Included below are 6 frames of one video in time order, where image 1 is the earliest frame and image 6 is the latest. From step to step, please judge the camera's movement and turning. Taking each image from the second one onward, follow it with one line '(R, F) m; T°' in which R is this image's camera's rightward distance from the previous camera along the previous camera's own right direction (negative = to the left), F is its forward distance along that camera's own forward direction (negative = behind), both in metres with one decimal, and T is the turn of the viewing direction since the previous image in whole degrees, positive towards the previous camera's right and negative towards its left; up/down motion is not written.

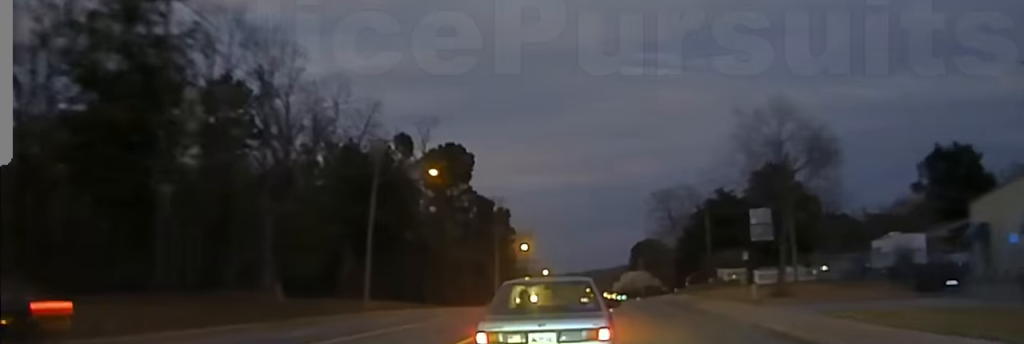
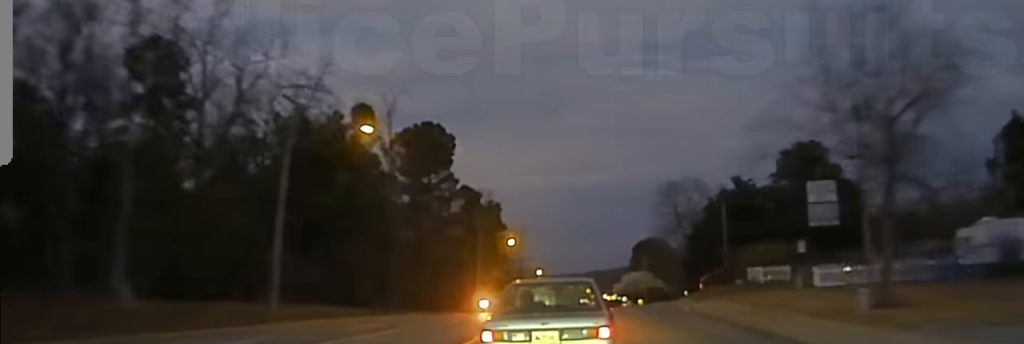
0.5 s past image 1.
(0.0, +15.2) m; 0°
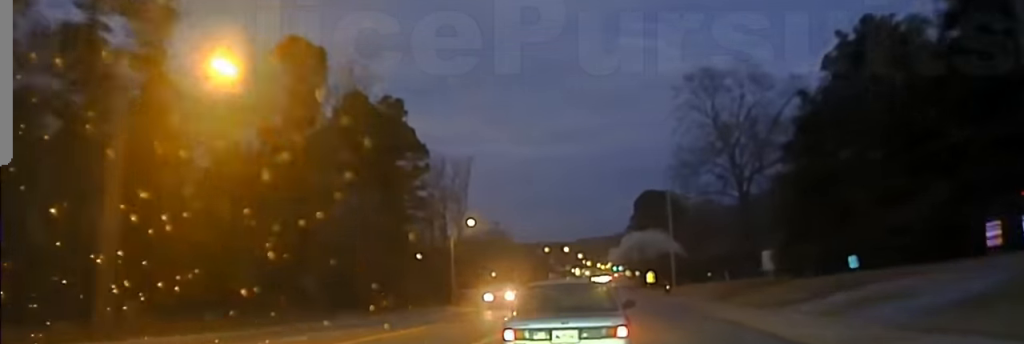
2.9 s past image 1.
(-0.1, +69.4) m; 0°
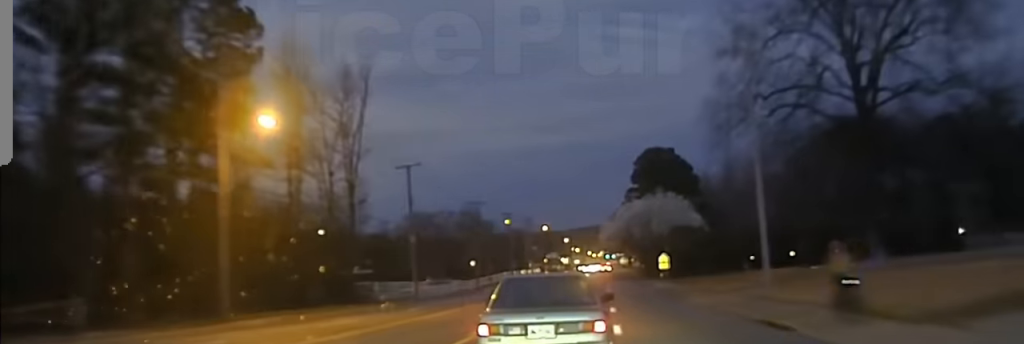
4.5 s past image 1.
(+0.3, +54.3) m; +1°
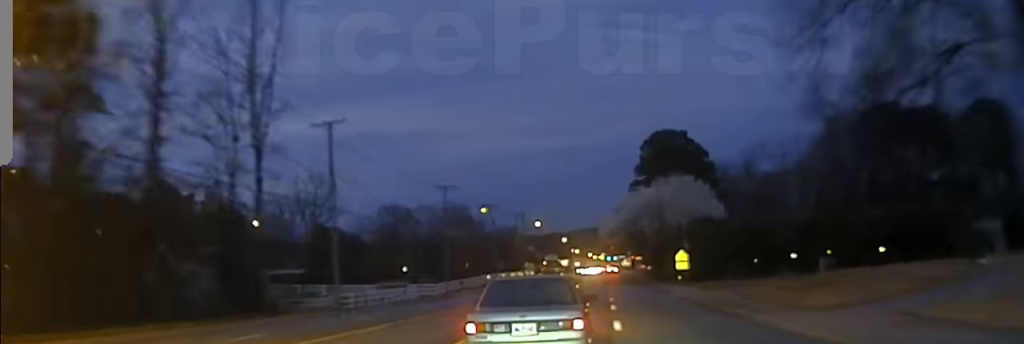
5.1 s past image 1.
(+0.2, +24.6) m; 0°
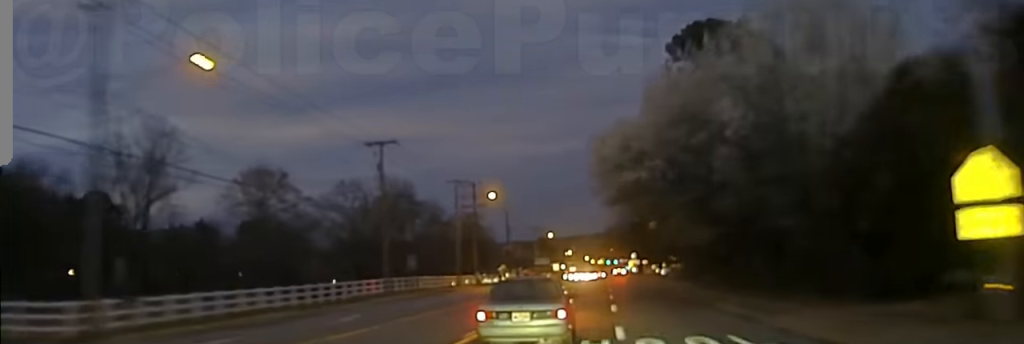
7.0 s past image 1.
(-0.3, +69.2) m; -1°
